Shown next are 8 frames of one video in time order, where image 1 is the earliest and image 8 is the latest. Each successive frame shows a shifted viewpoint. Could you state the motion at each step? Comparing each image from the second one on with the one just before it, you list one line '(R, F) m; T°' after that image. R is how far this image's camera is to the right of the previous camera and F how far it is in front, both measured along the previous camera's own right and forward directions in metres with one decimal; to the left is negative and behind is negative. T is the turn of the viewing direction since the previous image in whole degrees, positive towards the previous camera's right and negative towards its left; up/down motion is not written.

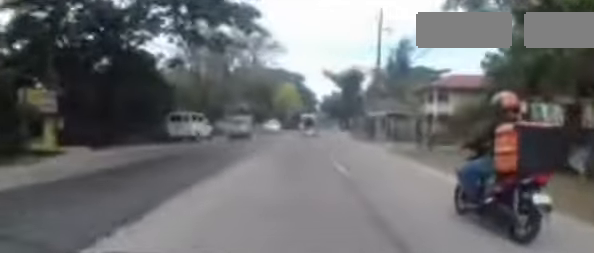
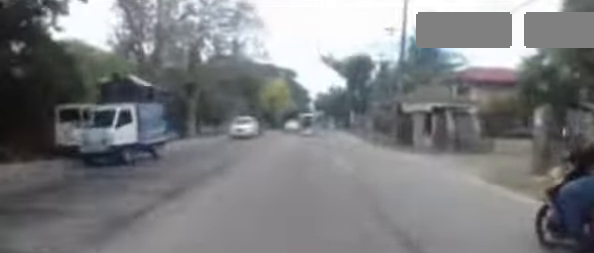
(0.0, +9.1) m; +1°
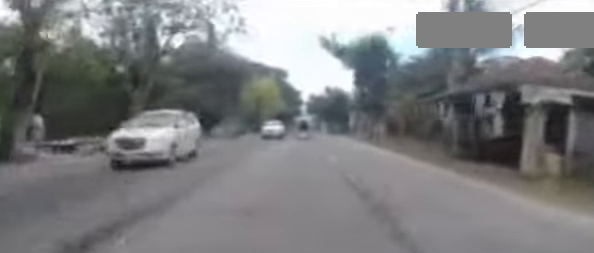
(+0.1, +8.5) m; +3°
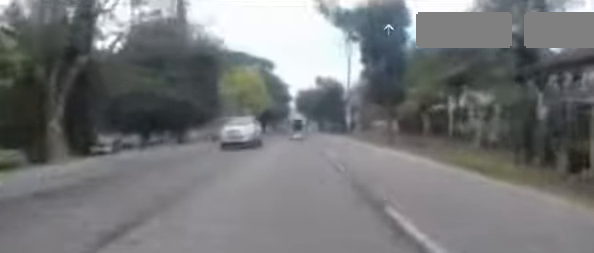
(+0.3, +6.1) m; +2°
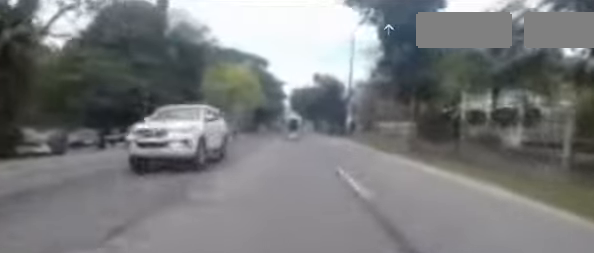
(+0.1, +4.8) m; +2°
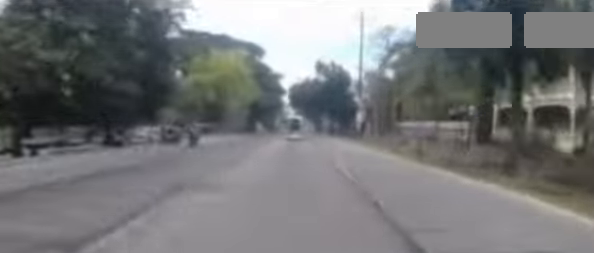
(+0.1, +6.4) m; +1°
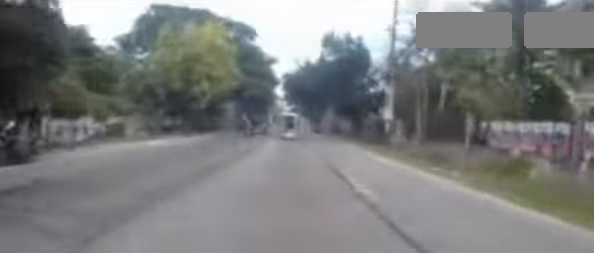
(+0.1, +11.4) m; -1°
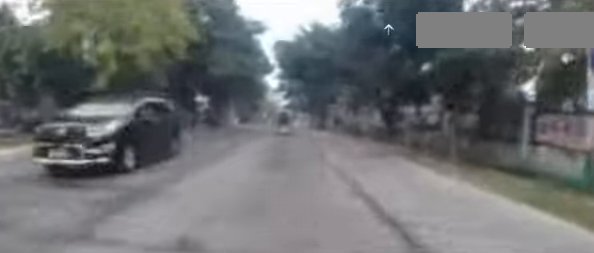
(-0.6, +16.3) m; -2°
